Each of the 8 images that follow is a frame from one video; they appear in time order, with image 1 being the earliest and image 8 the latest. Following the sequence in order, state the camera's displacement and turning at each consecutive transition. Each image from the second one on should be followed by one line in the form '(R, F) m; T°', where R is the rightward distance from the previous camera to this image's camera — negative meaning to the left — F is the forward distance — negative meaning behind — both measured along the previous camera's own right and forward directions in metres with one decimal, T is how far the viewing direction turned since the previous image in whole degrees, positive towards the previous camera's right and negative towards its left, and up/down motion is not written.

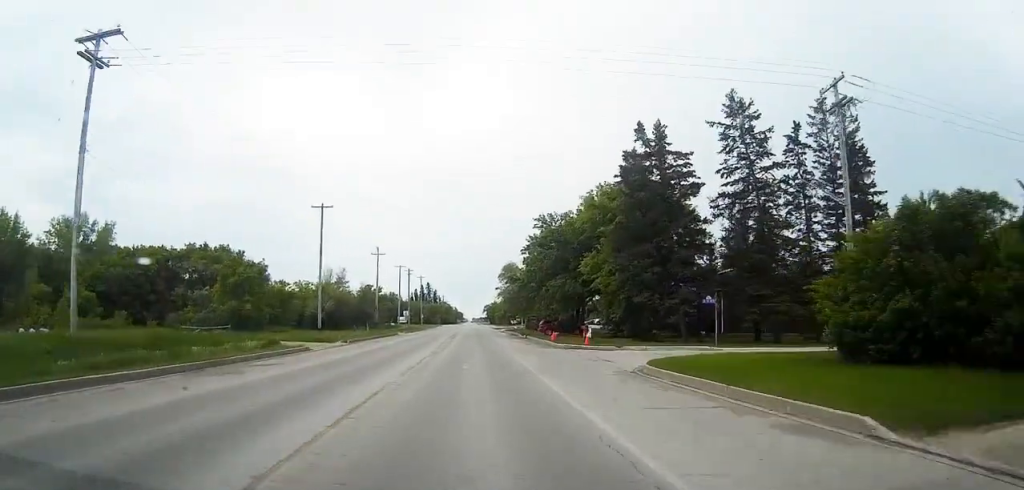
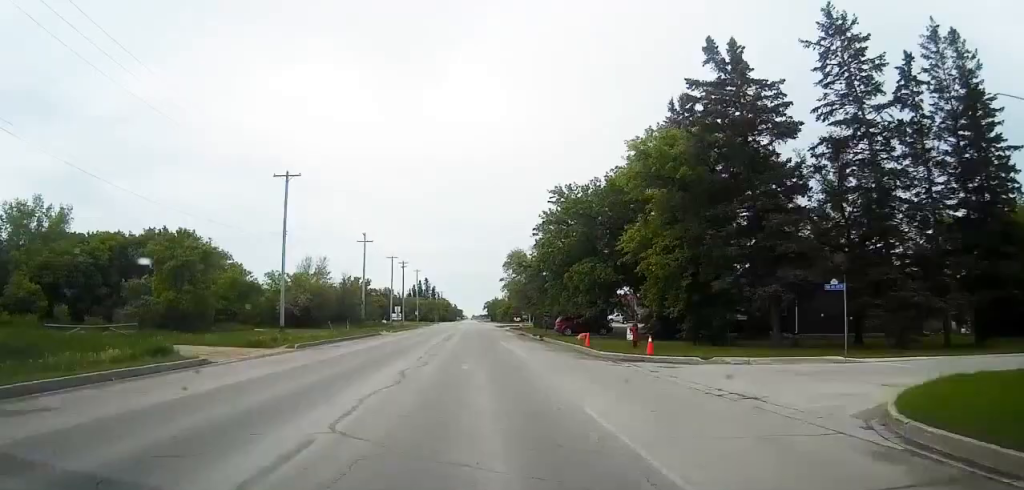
(0.0, +15.3) m; 0°
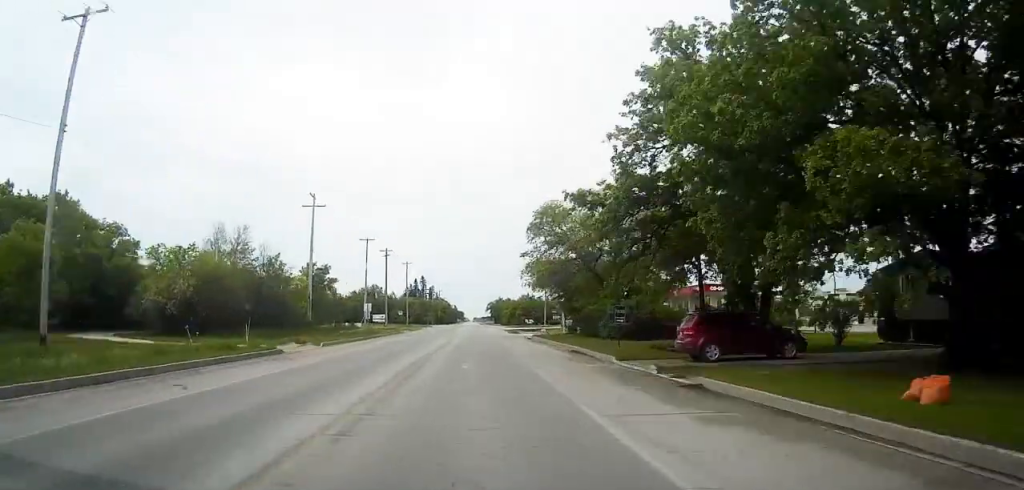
(+0.2, +36.5) m; 0°
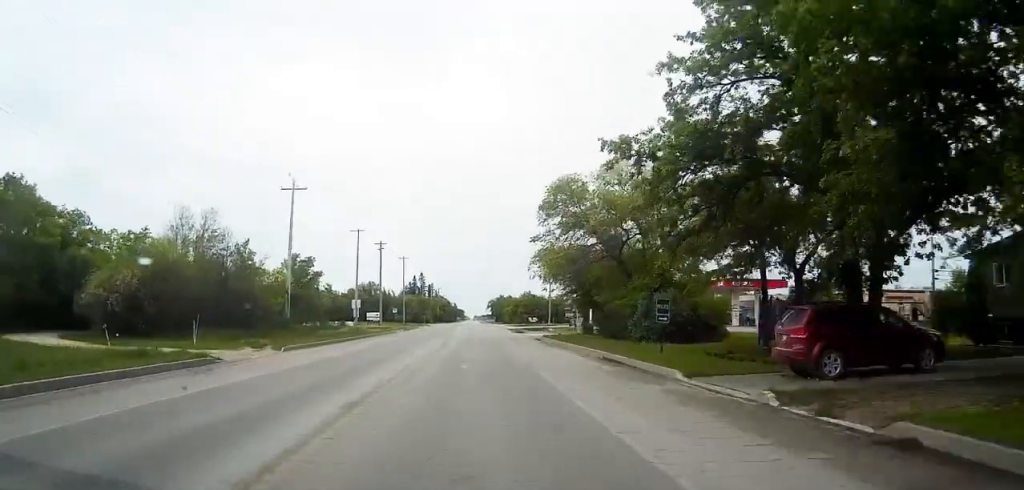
(0.0, +8.6) m; 0°
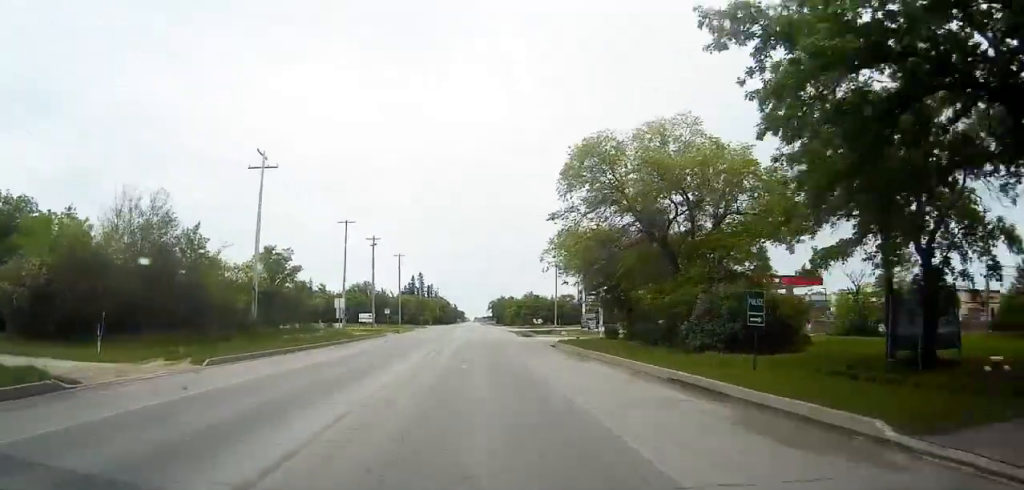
(0.0, +9.9) m; 0°
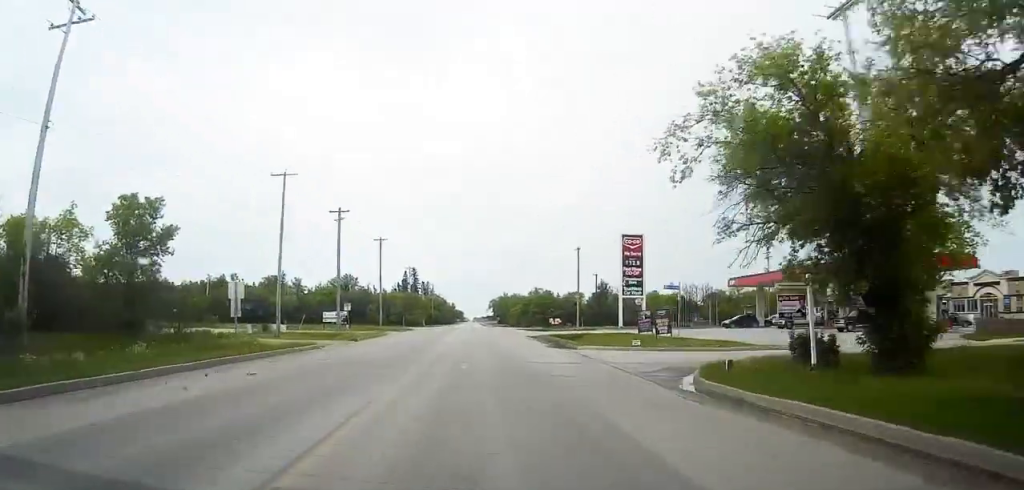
(-0.2, +29.8) m; -1°
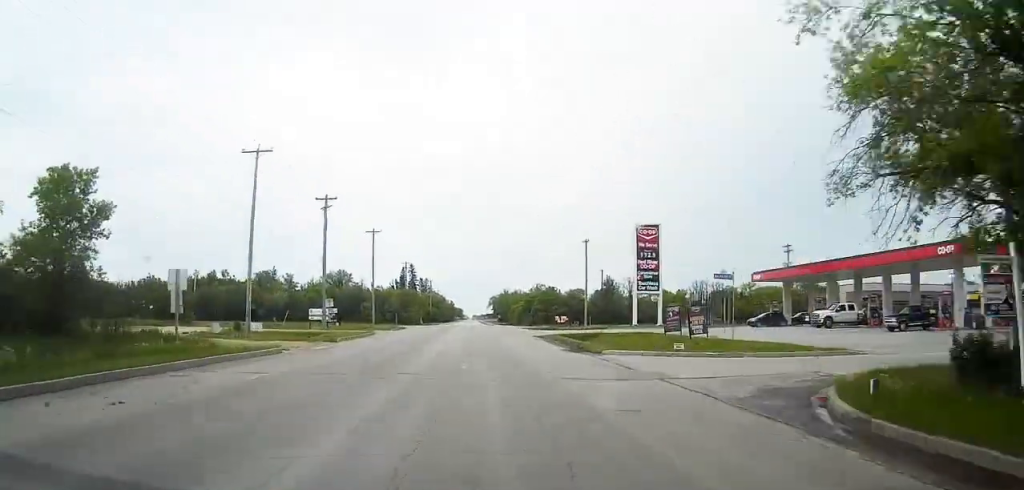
(0.0, +8.0) m; 0°
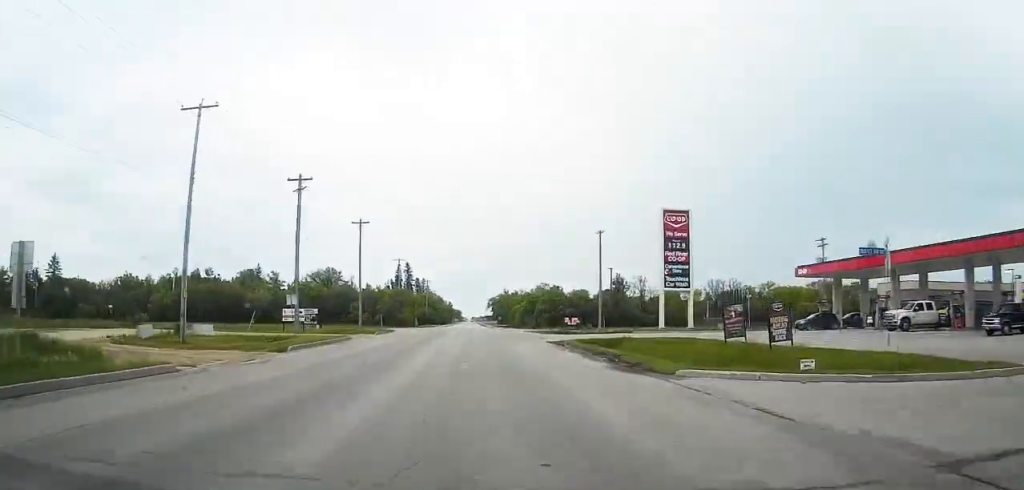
(0.0, +12.0) m; 0°
